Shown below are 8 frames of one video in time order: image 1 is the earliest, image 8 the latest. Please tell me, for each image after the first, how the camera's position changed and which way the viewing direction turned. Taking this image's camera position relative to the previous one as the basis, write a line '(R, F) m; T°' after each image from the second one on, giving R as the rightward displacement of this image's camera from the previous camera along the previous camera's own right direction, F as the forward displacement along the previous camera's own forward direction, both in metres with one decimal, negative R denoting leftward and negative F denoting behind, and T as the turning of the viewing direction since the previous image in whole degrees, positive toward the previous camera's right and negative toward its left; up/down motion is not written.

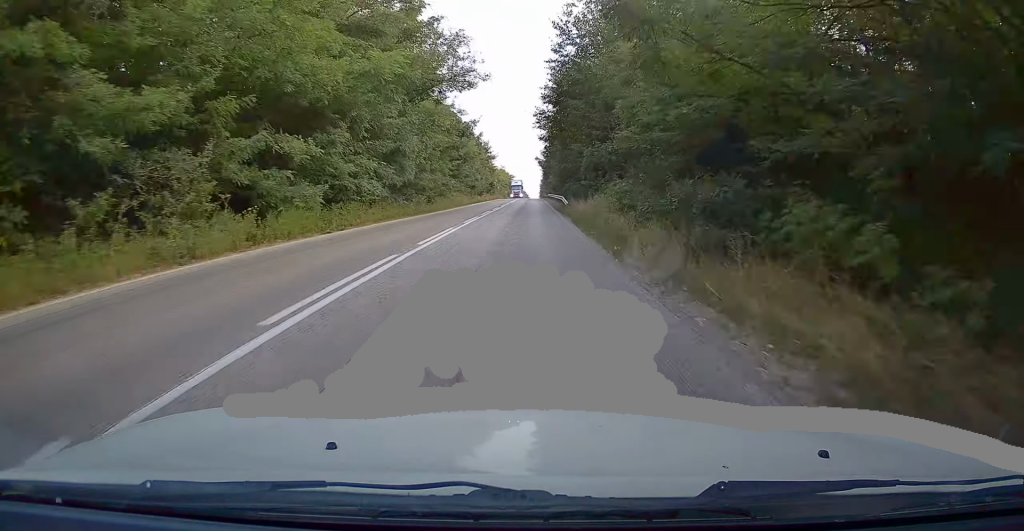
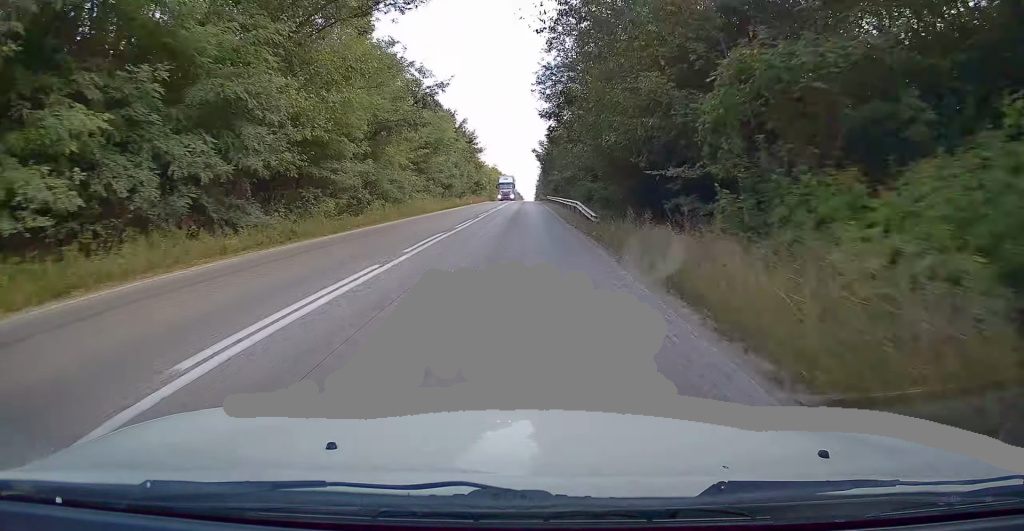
(+0.3, +19.6) m; +2°
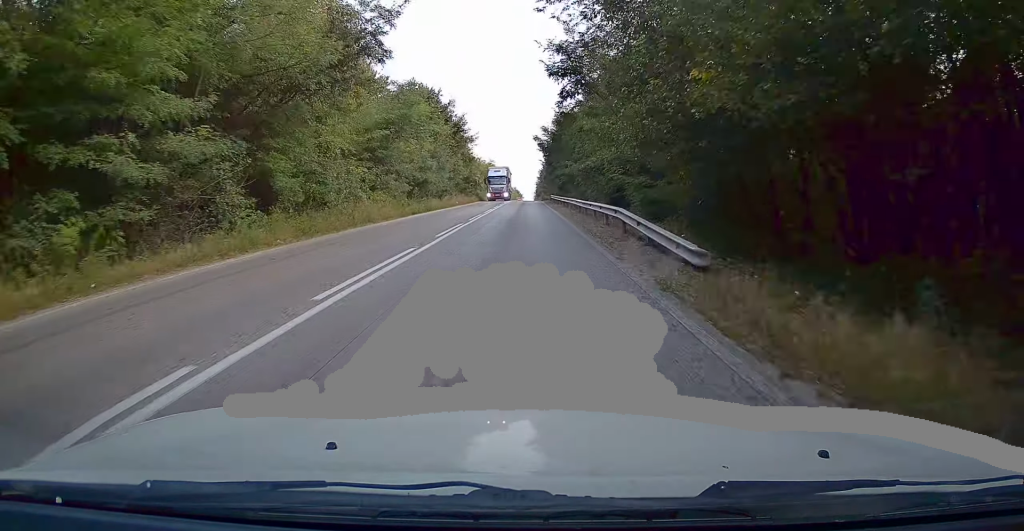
(+0.2, +14.7) m; 0°
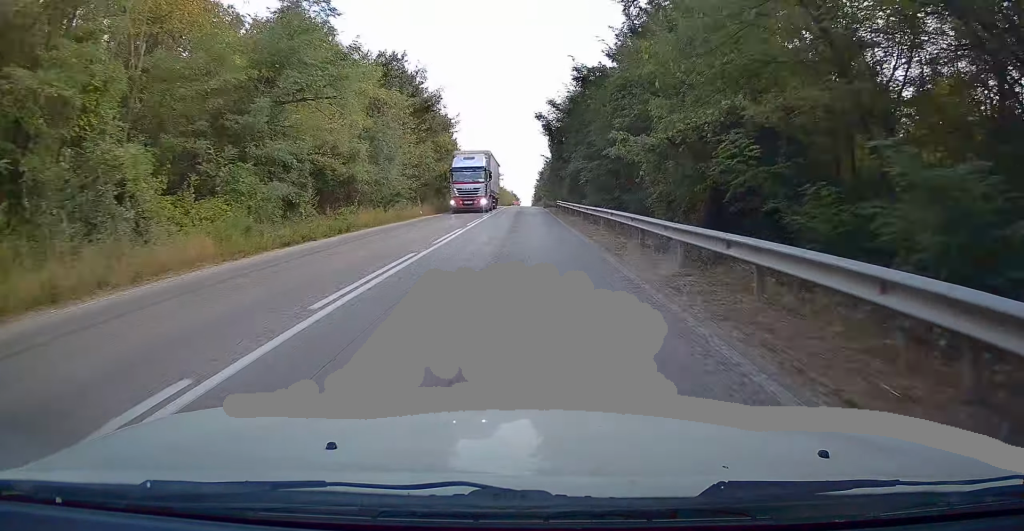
(+0.1, +18.7) m; +1°
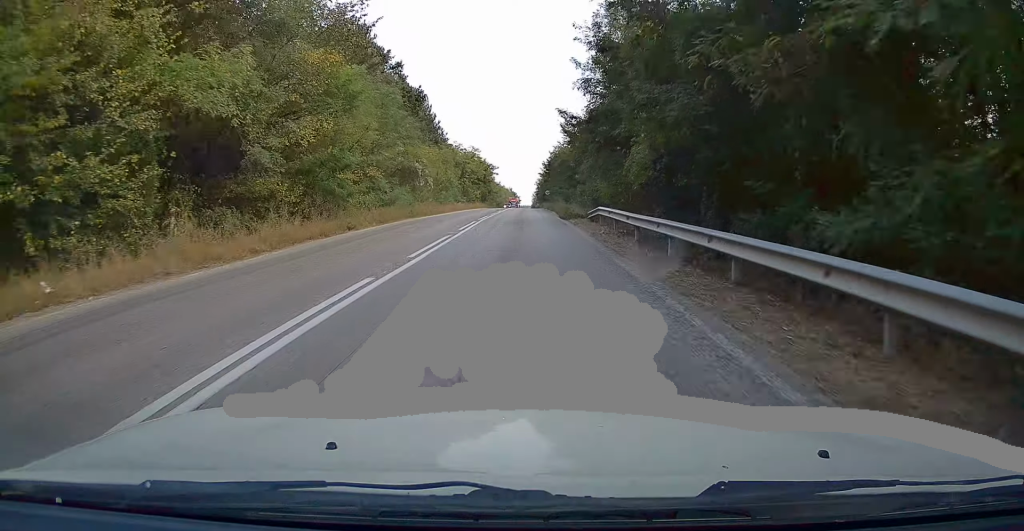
(+0.2, +30.6) m; +1°
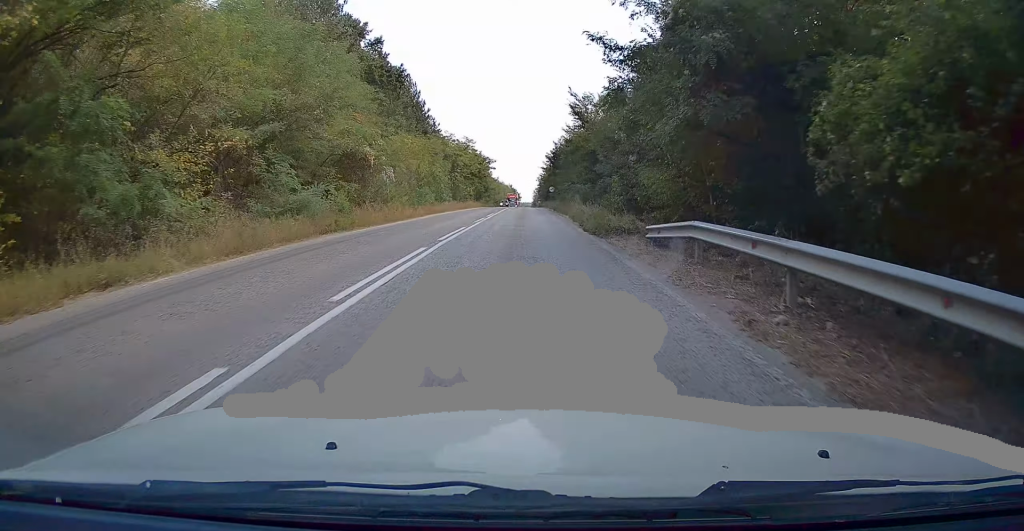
(0.0, +13.6) m; 0°
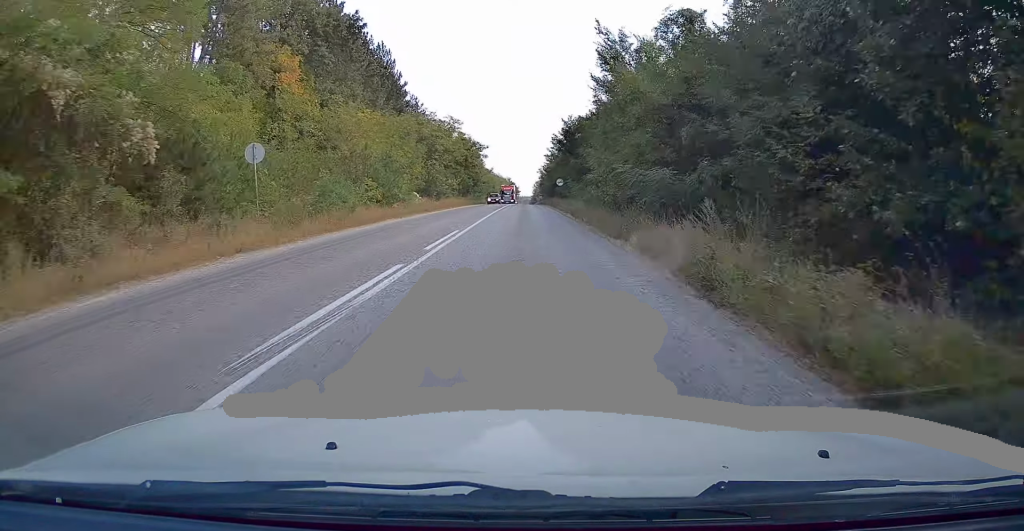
(-0.1, +20.7) m; 0°
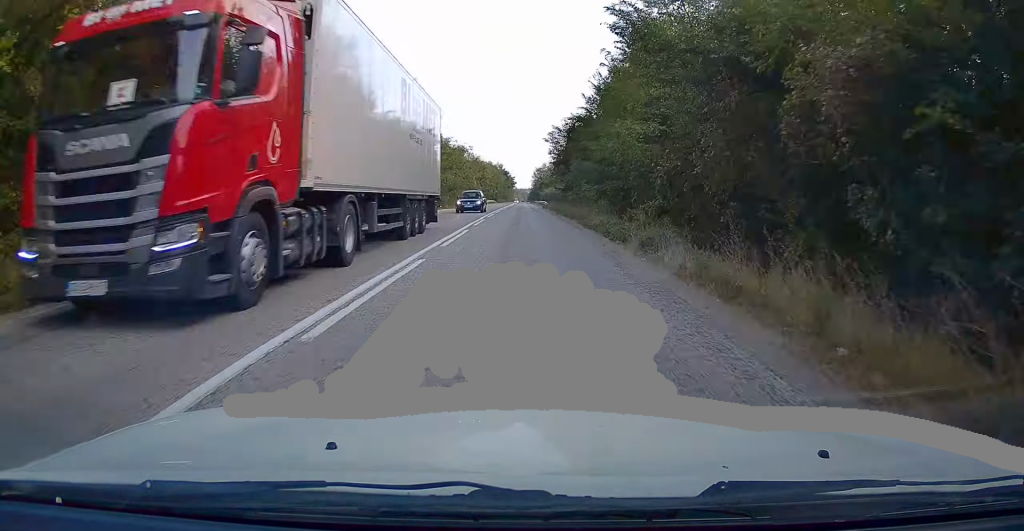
(+0.6, +69.4) m; -1°
